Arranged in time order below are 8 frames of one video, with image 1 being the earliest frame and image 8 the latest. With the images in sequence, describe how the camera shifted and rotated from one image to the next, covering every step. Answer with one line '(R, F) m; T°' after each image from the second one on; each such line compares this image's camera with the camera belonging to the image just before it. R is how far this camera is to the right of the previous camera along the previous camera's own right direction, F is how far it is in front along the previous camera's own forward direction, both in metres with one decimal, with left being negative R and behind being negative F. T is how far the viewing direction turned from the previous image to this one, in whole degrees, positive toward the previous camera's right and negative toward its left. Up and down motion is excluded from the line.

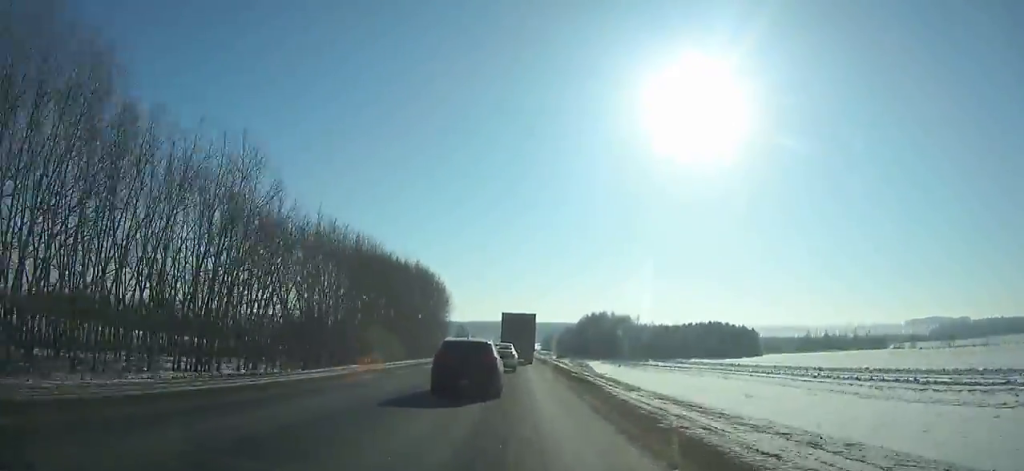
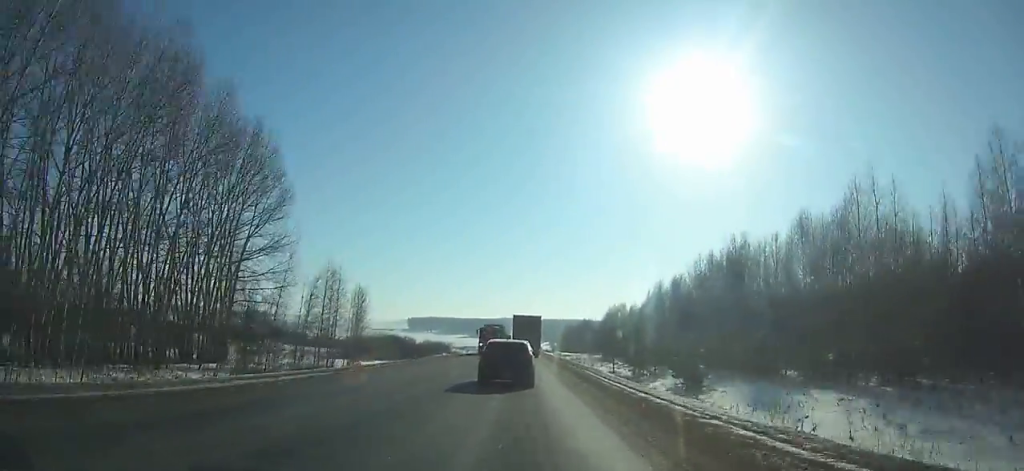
(+0.2, +157.7) m; 0°
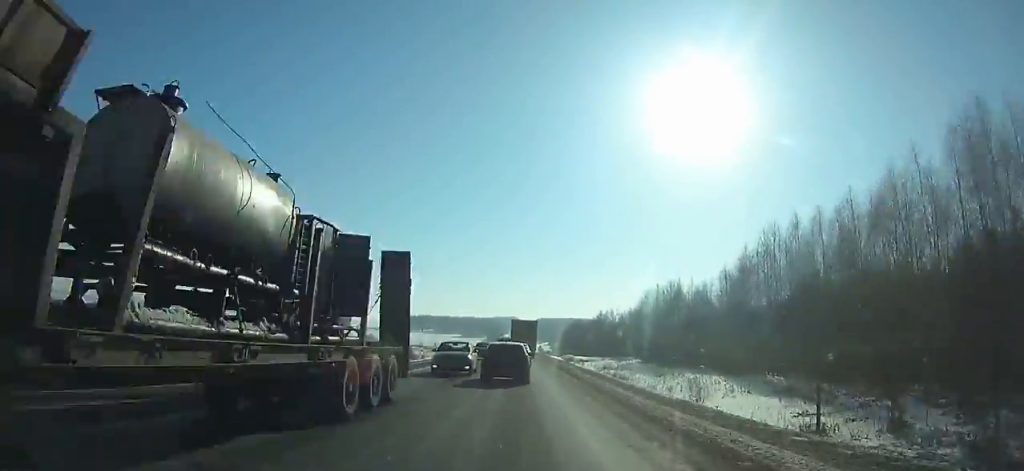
(-0.4, +63.1) m; 0°
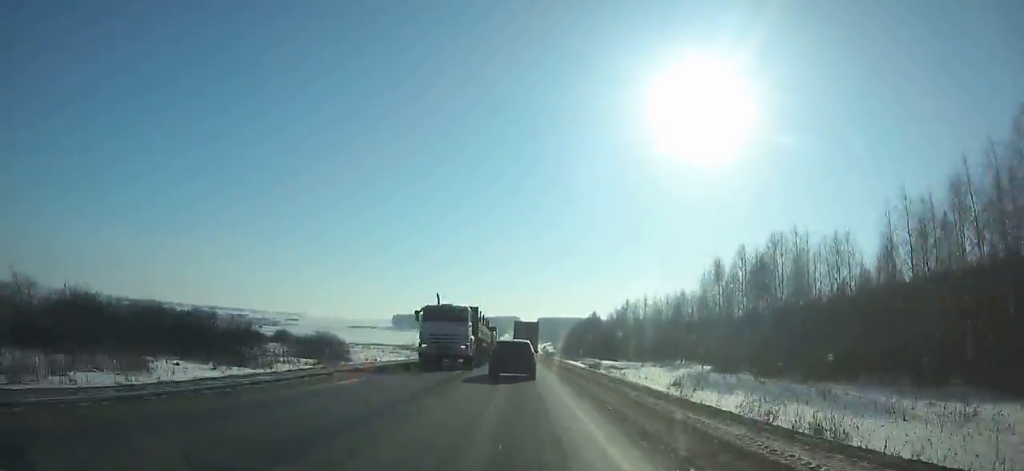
(0.0, +48.2) m; 0°
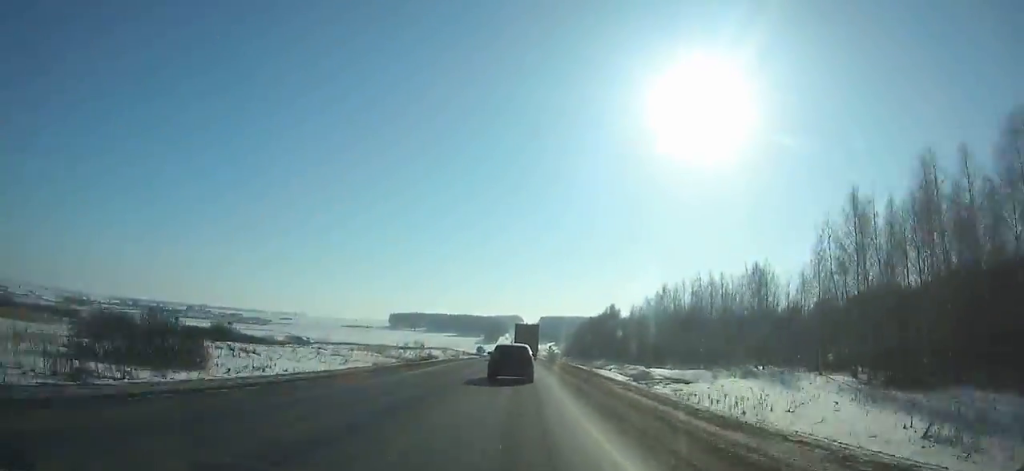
(+0.1, +38.8) m; 0°
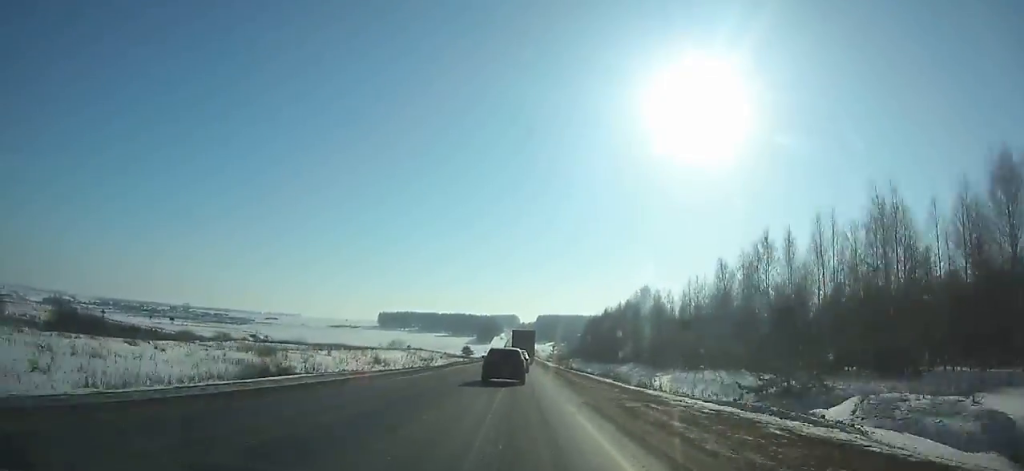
(+0.1, +50.1) m; 0°
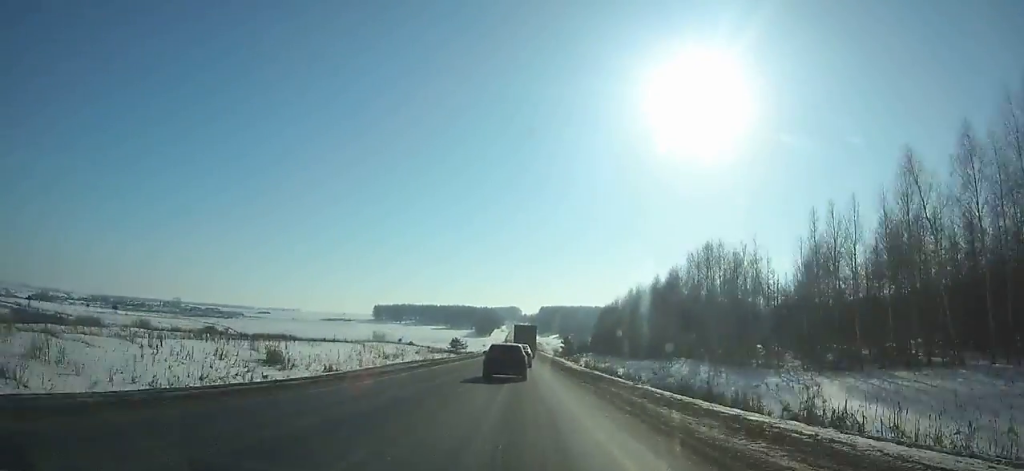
(0.0, +40.2) m; 0°
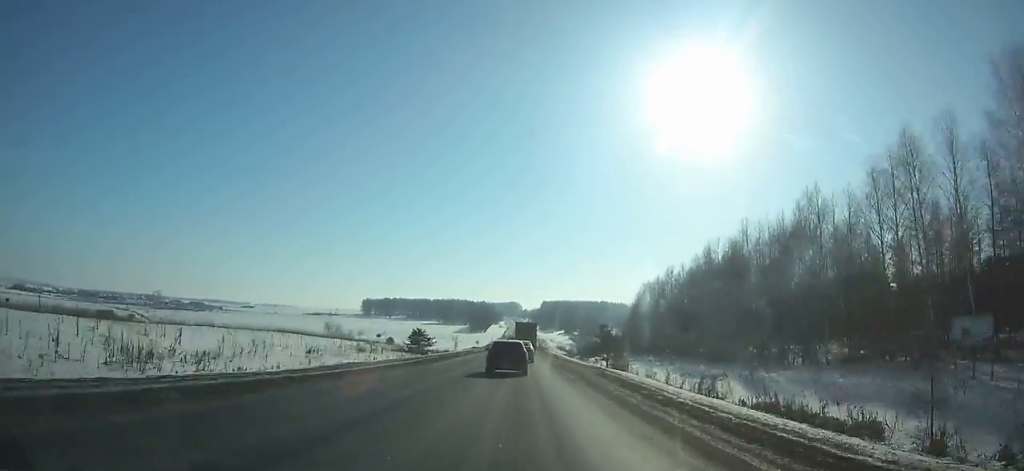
(-0.1, +62.5) m; 0°
